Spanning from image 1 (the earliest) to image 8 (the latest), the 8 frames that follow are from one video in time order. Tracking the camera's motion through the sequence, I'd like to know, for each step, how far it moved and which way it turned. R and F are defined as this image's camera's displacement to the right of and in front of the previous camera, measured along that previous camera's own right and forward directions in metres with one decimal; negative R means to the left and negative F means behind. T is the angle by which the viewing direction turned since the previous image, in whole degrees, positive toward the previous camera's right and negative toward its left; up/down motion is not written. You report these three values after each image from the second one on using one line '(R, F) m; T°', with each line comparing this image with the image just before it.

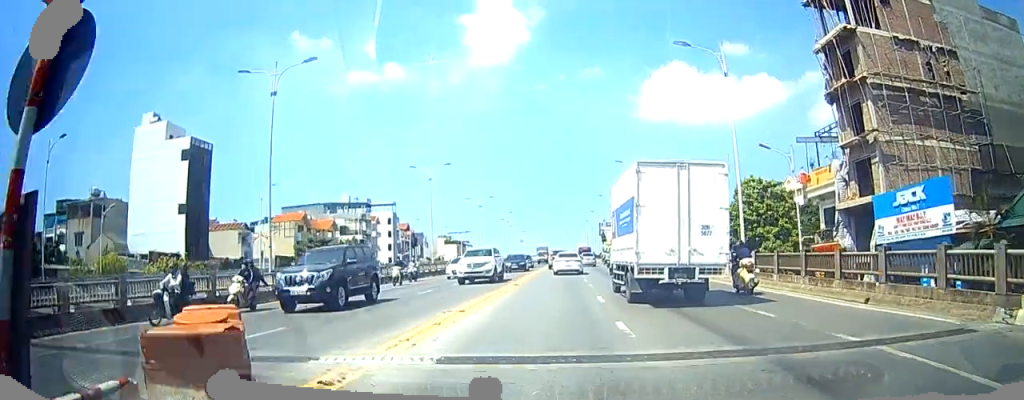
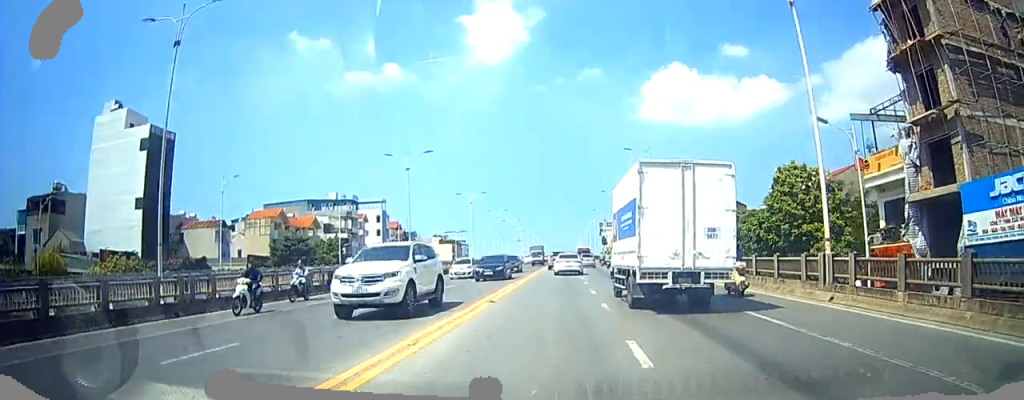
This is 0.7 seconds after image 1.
(0.0, +7.4) m; 0°
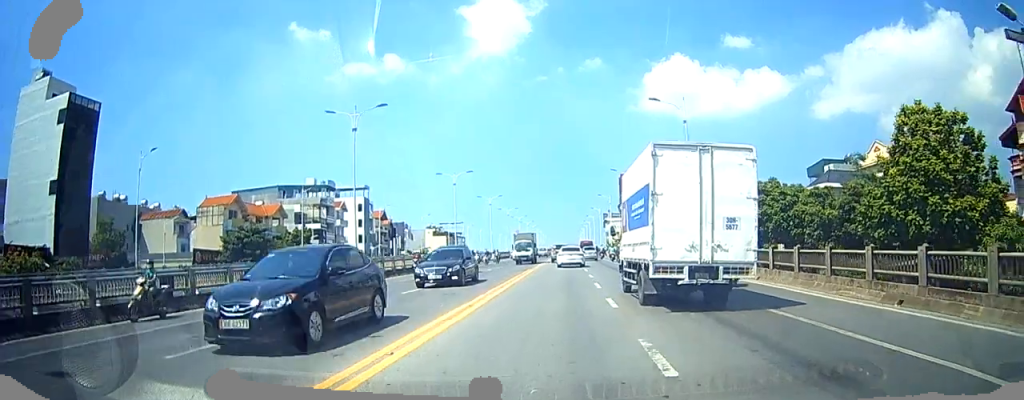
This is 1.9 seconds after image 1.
(0.0, +12.6) m; 0°
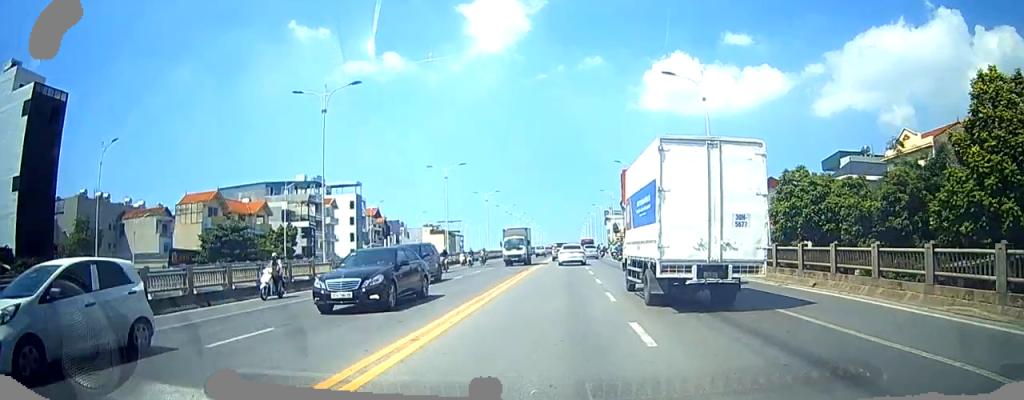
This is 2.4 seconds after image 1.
(0.0, +4.7) m; 0°
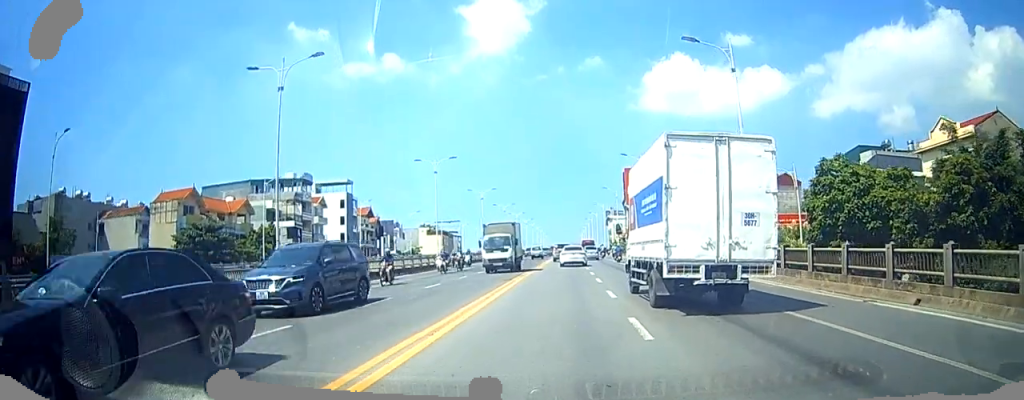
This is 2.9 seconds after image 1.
(0.0, +5.7) m; 0°
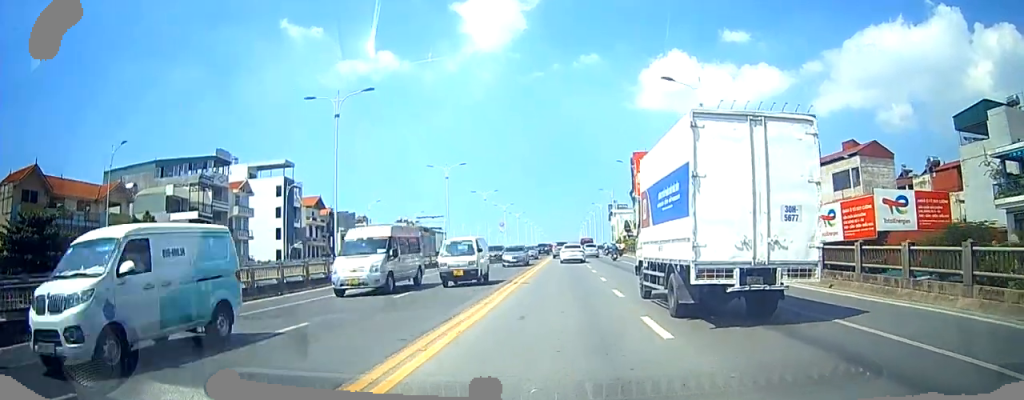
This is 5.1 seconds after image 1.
(0.0, +25.7) m; -2°
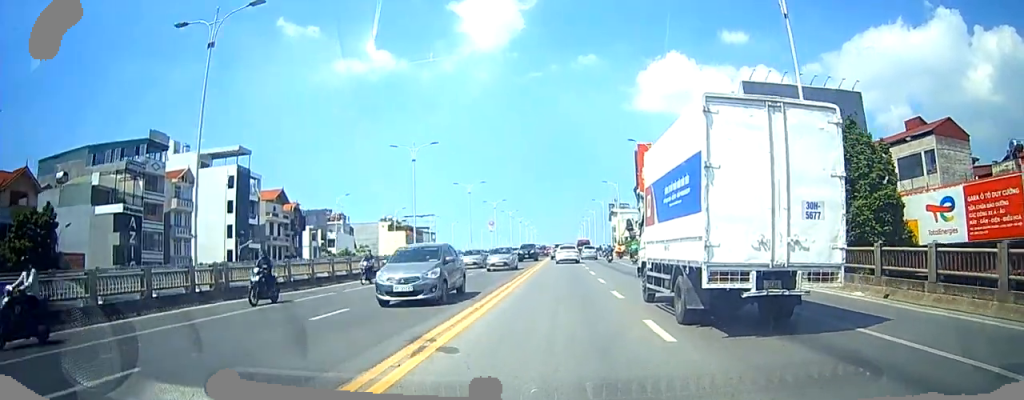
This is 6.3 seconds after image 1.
(-0.4, +12.7) m; -1°
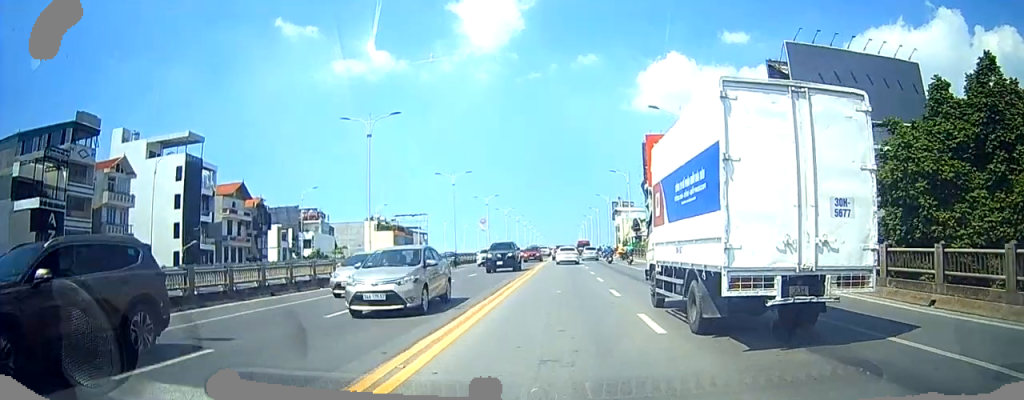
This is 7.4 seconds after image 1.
(+0.3, +11.9) m; +3°
